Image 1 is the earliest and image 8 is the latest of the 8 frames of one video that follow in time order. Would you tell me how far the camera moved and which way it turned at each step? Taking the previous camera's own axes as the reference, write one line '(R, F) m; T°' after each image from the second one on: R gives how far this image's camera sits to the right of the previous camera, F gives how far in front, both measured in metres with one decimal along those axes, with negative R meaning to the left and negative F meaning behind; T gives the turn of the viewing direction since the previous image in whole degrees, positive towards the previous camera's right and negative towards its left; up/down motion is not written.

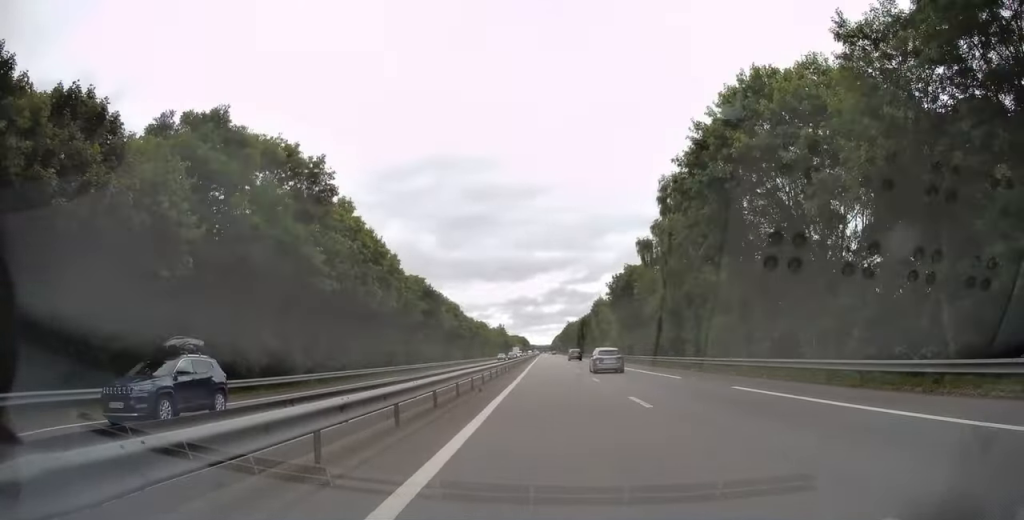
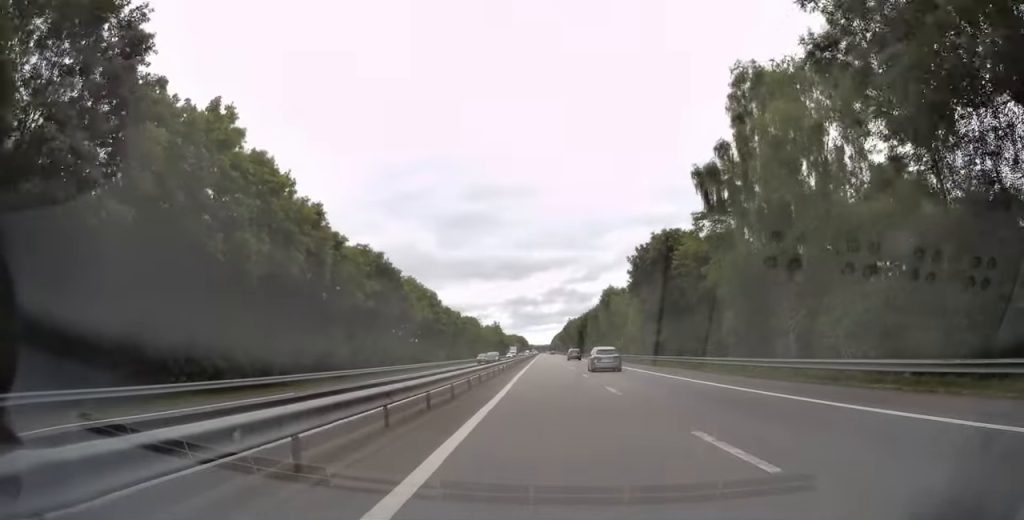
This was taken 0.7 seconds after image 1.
(-0.1, +20.5) m; 0°
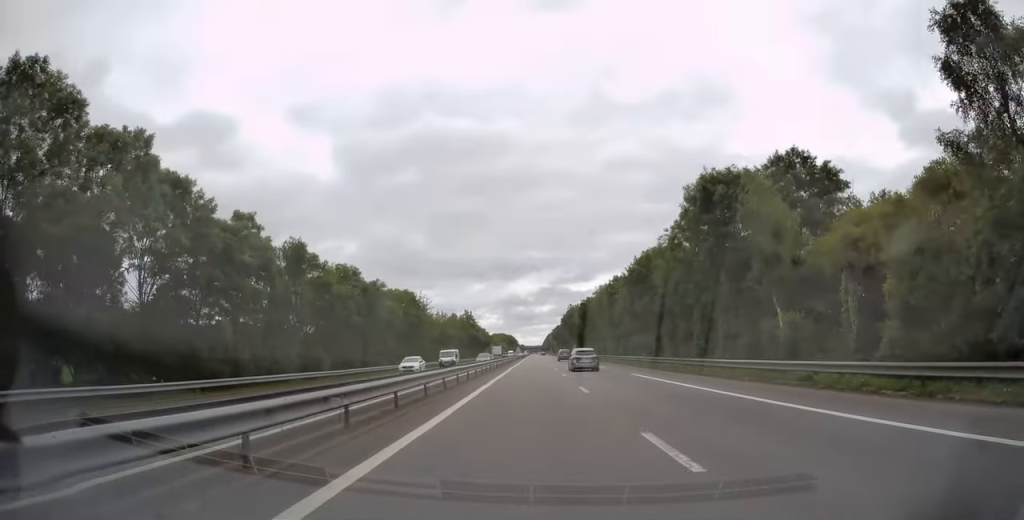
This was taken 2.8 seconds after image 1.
(0.0, +64.0) m; -1°
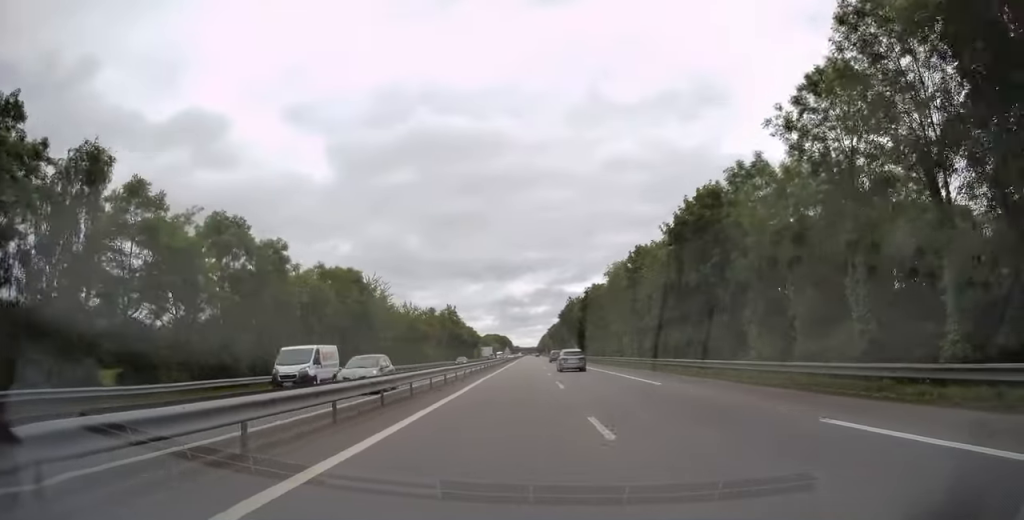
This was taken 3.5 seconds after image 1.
(0.0, +23.1) m; +1°
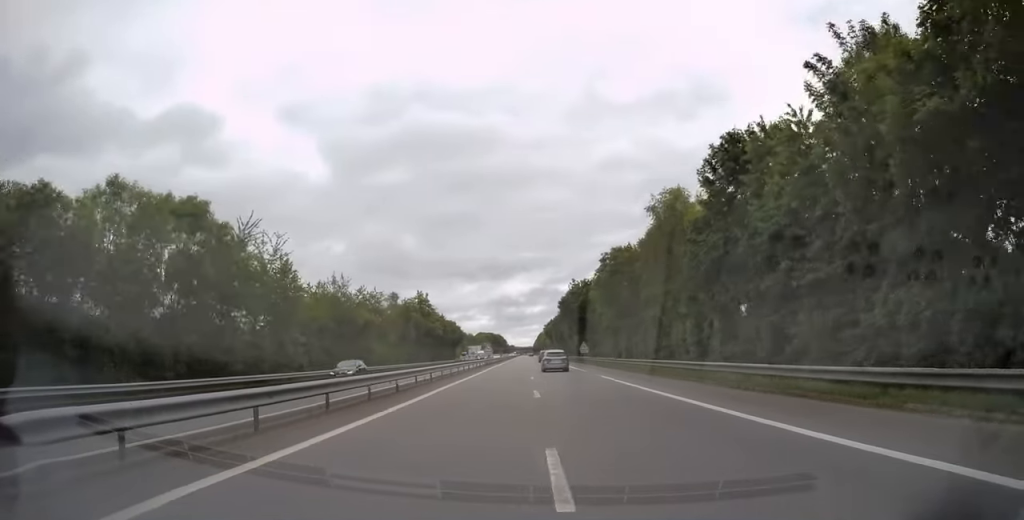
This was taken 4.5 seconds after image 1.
(+0.3, +29.7) m; +1°
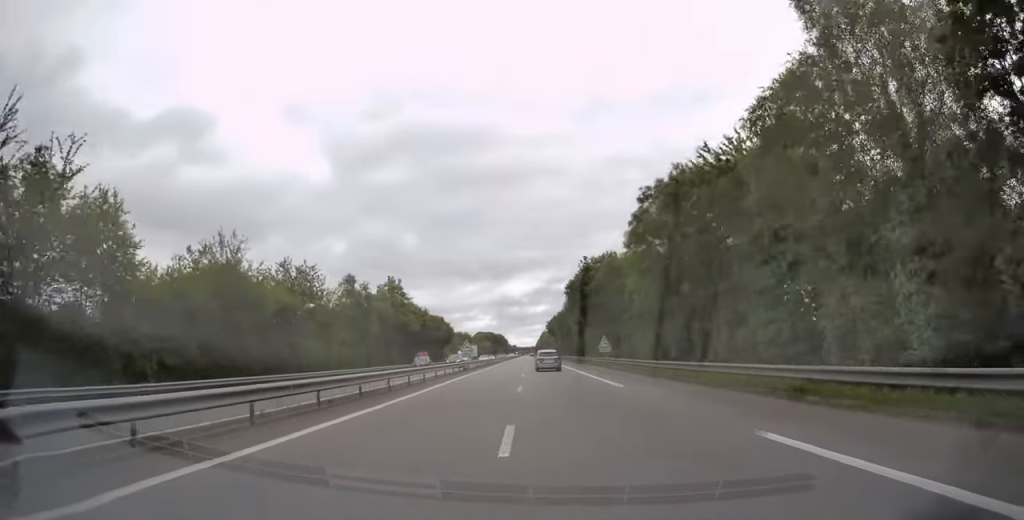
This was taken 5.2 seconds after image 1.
(+0.3, +23.0) m; 0°
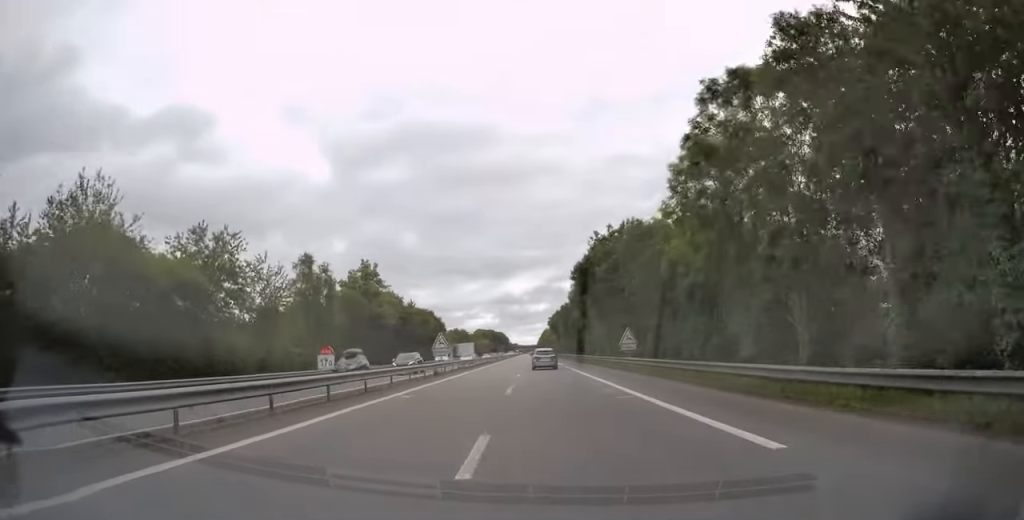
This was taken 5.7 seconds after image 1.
(+0.2, +14.3) m; 0°
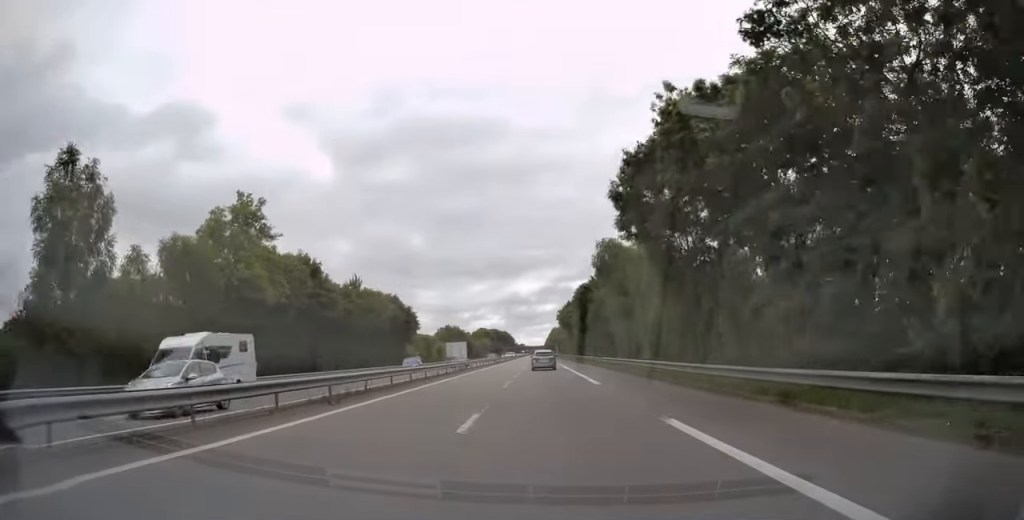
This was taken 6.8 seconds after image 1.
(-0.6, +34.7) m; -1°
